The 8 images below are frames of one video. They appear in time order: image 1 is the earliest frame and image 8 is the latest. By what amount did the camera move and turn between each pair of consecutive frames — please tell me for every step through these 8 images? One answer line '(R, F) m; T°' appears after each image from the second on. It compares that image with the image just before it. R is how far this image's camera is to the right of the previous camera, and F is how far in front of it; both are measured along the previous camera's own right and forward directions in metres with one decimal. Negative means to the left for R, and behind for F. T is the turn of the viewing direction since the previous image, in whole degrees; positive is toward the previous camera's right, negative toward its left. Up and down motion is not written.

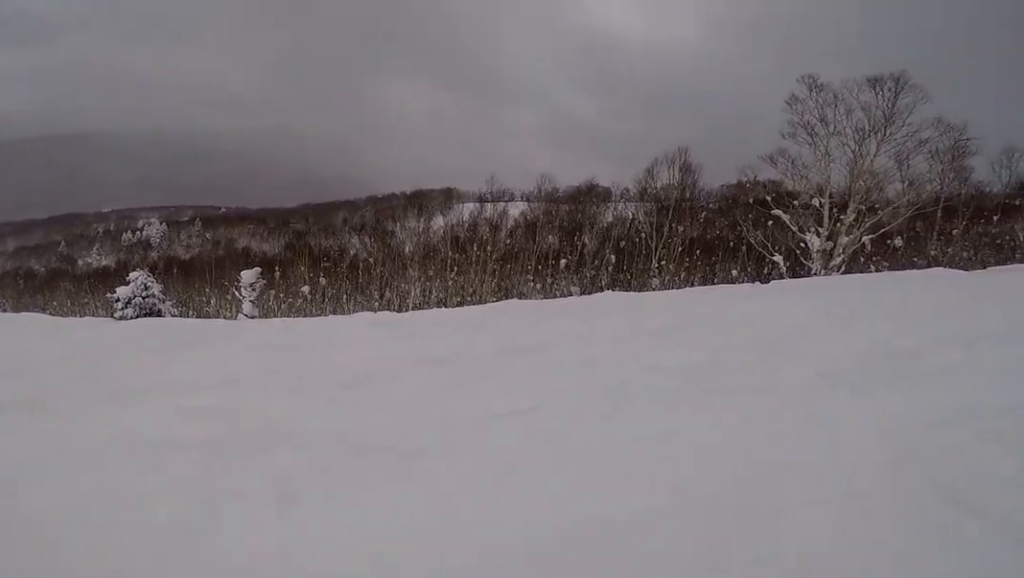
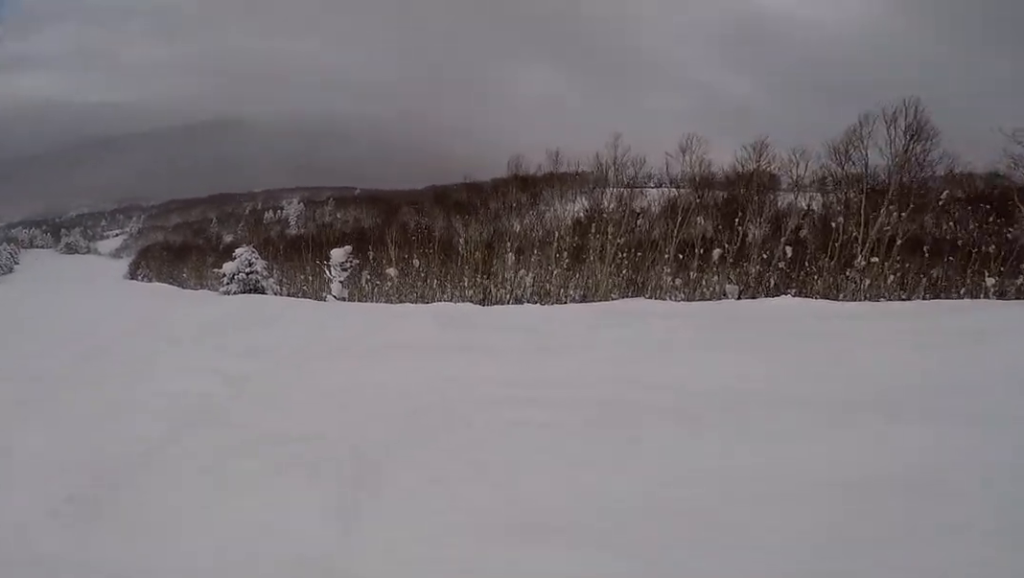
(-1.2, +6.7) m; -41°
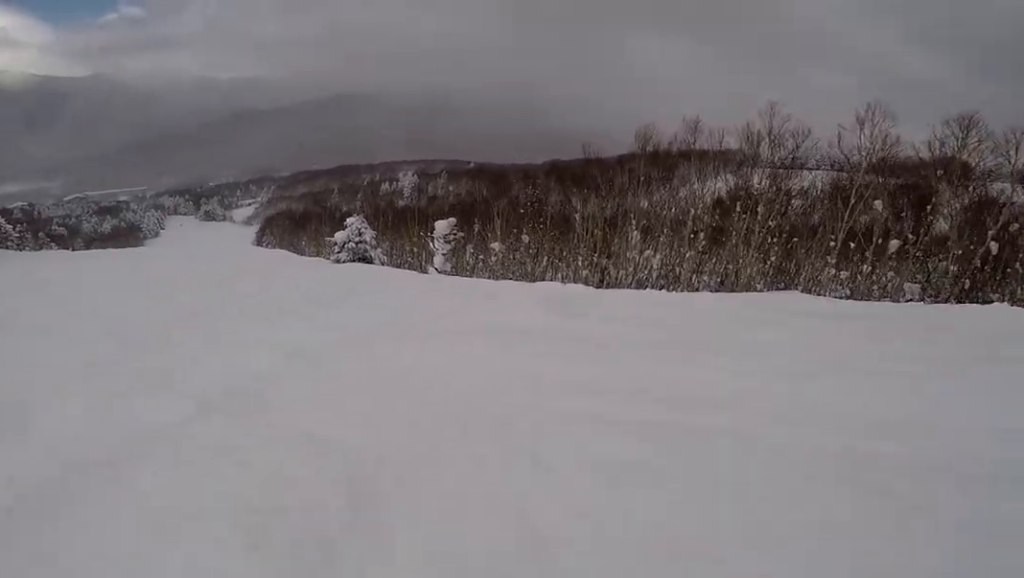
(-0.2, +1.8) m; -20°
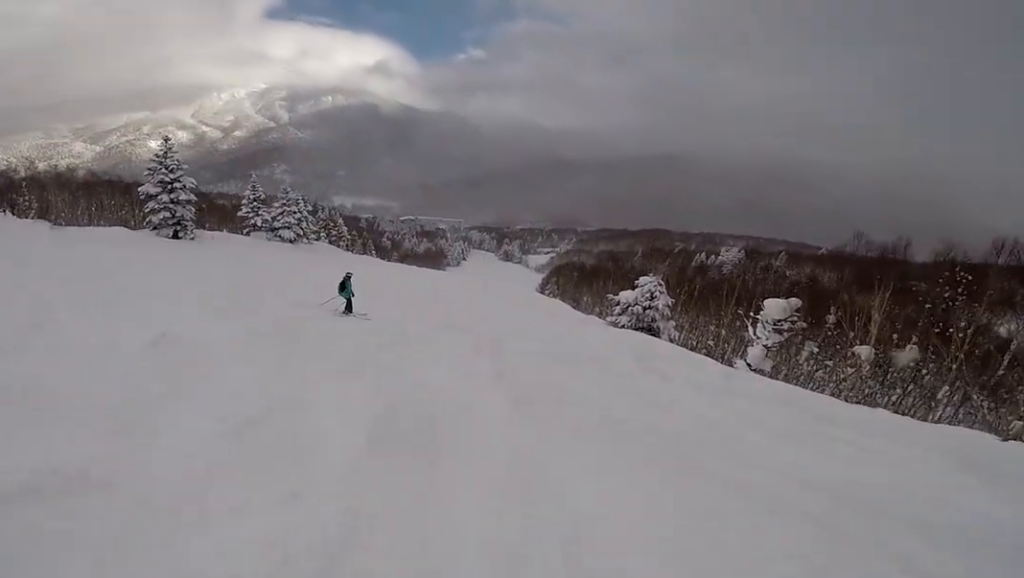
(-1.9, +4.9) m; -34°
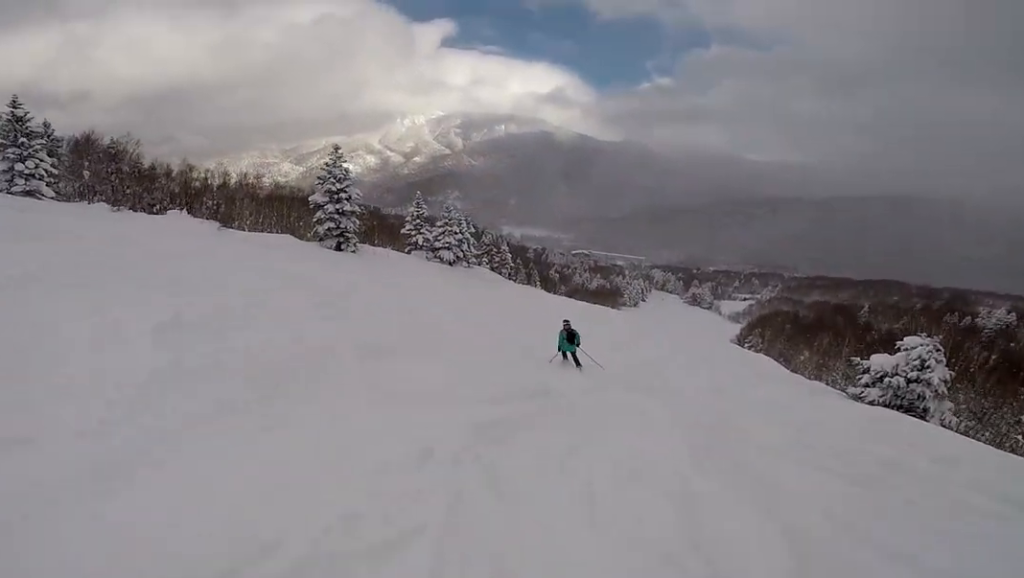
(-0.5, +4.4) m; -20°
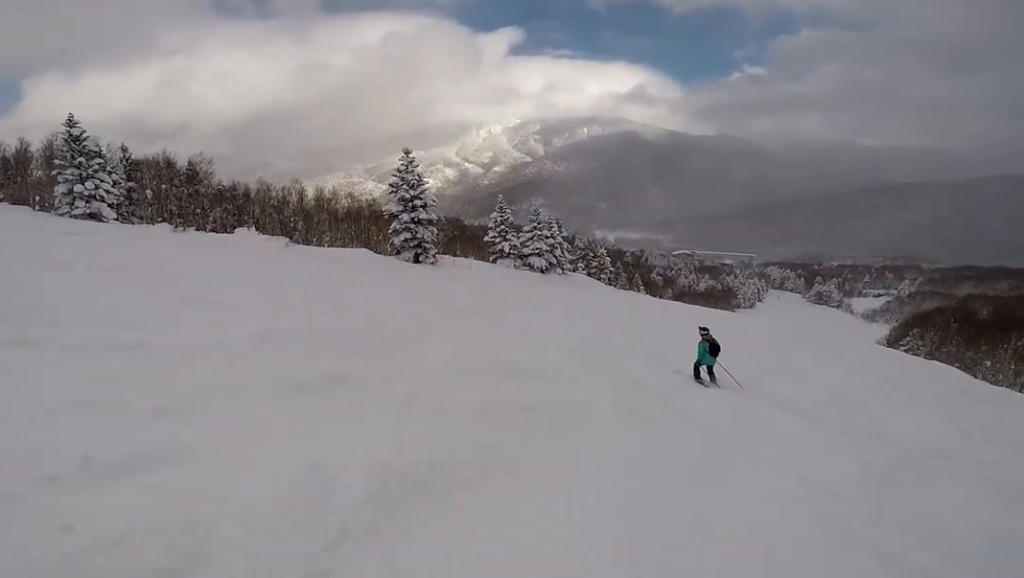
(-1.0, +4.4) m; -25°
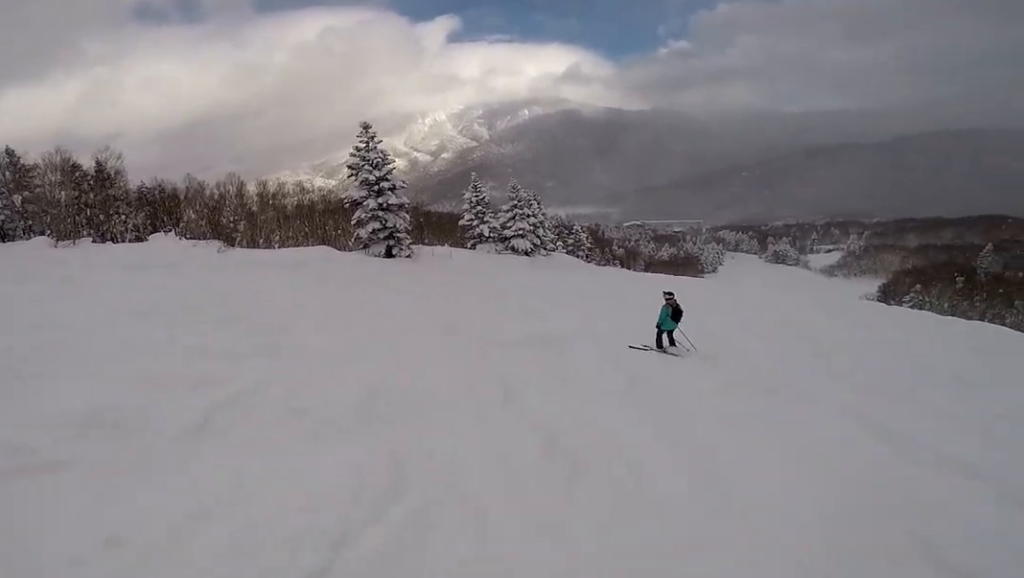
(-1.3, +8.9) m; +6°
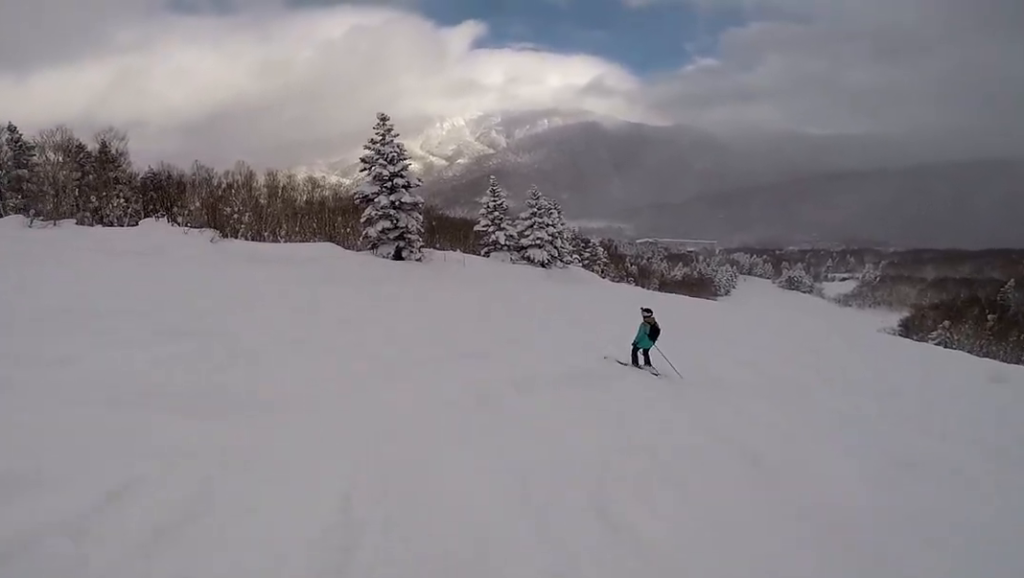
(+0.3, +2.9) m; +6°
